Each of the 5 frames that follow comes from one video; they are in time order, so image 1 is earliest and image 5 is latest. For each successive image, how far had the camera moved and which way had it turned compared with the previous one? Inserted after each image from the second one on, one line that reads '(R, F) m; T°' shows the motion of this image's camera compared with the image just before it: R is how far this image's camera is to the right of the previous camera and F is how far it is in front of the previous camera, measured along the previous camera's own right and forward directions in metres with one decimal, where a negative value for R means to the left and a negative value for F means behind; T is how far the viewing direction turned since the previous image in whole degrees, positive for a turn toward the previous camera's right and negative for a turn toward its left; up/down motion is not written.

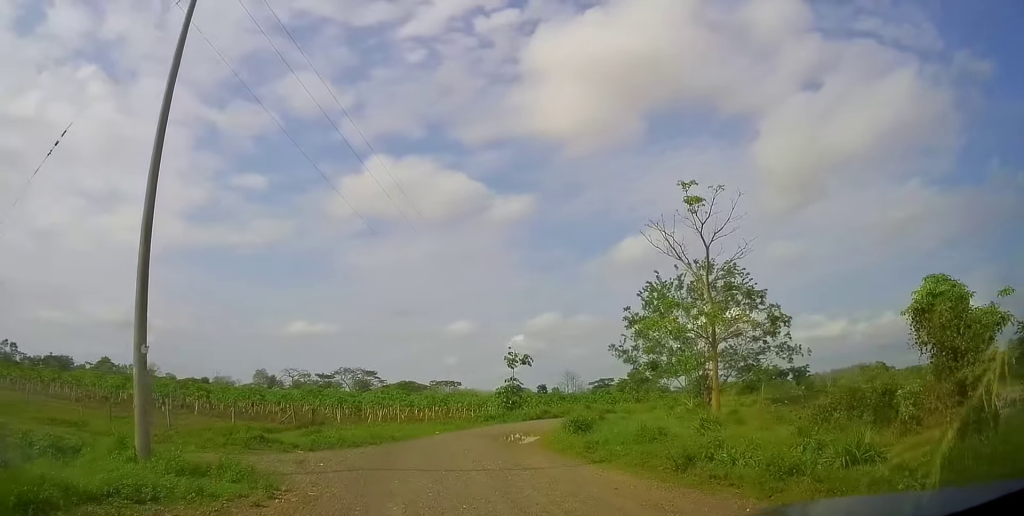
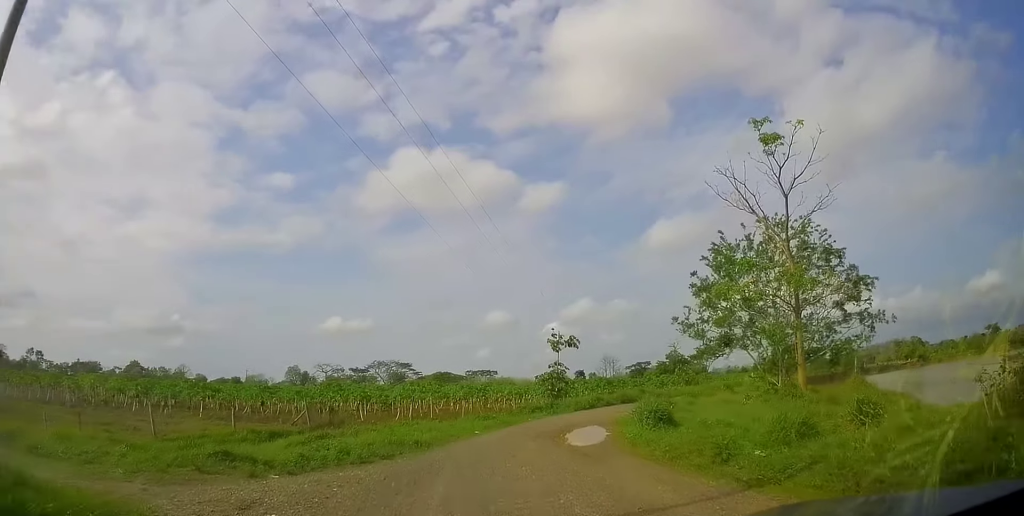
(-0.4, +5.5) m; -5°
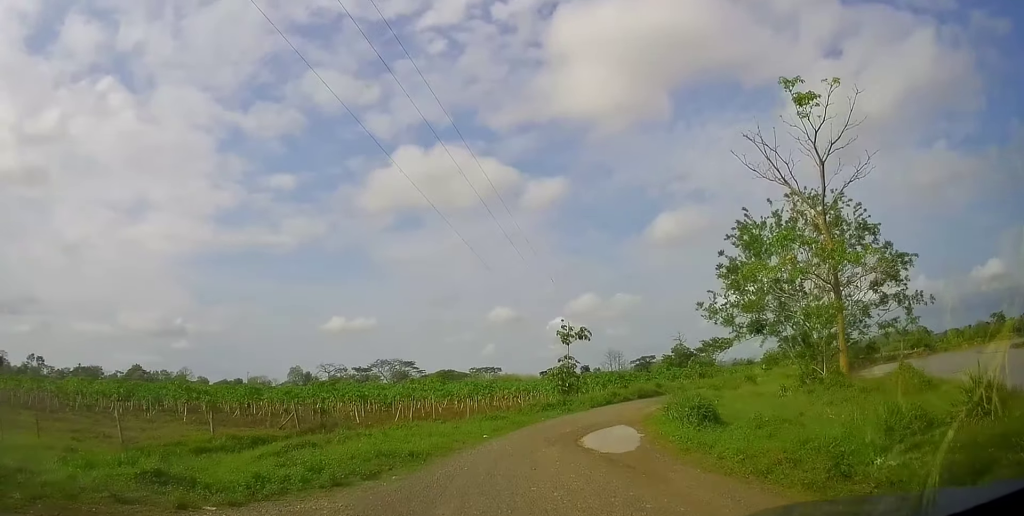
(-0.2, +3.1) m; -2°
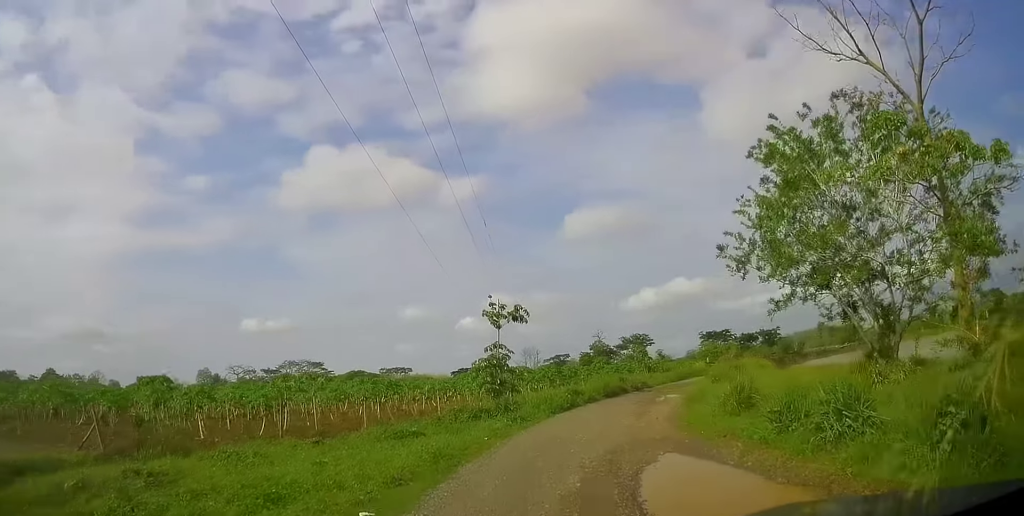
(+0.7, +11.5) m; +5°
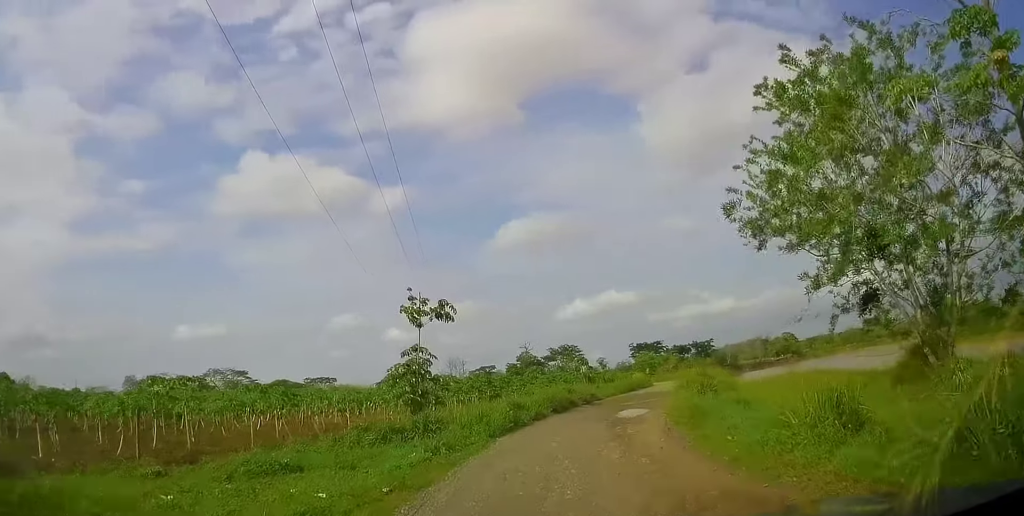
(+0.1, +6.1) m; +5°
